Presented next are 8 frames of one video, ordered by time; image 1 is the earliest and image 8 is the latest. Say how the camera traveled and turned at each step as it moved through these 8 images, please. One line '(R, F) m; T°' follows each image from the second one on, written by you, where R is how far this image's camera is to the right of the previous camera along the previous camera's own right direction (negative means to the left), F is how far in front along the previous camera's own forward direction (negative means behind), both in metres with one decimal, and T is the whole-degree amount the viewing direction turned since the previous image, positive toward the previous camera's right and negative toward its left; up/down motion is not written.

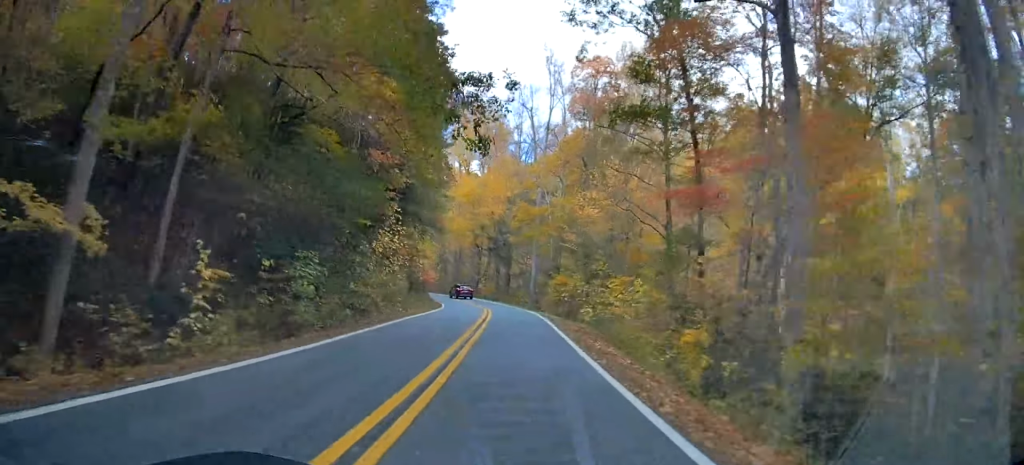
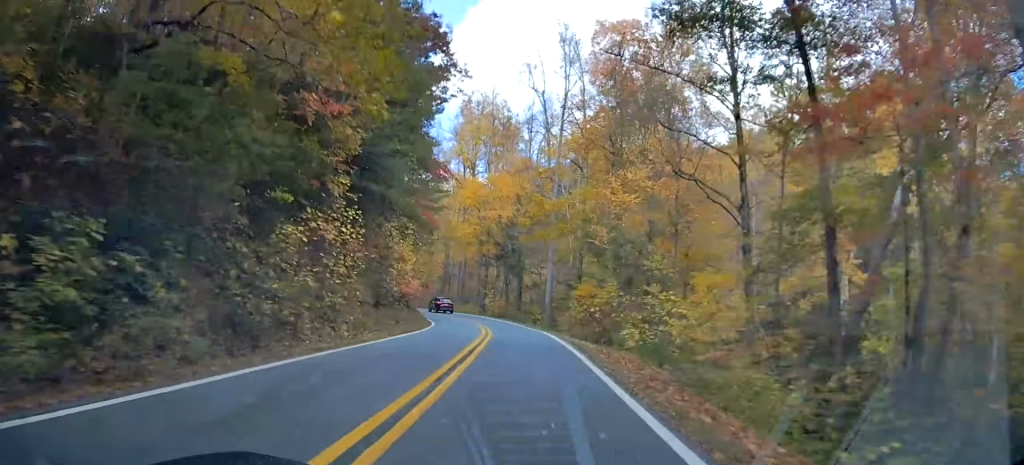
(-0.1, +11.0) m; -2°
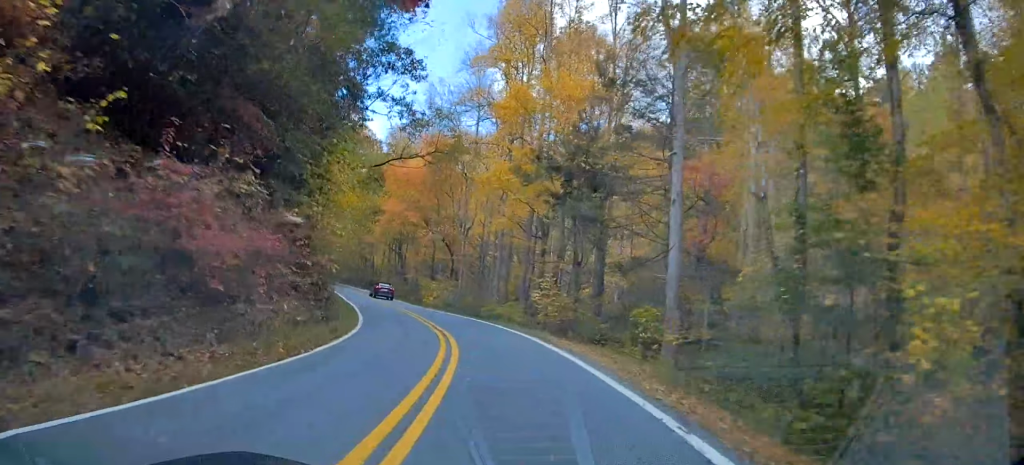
(-2.4, +34.1) m; -10°
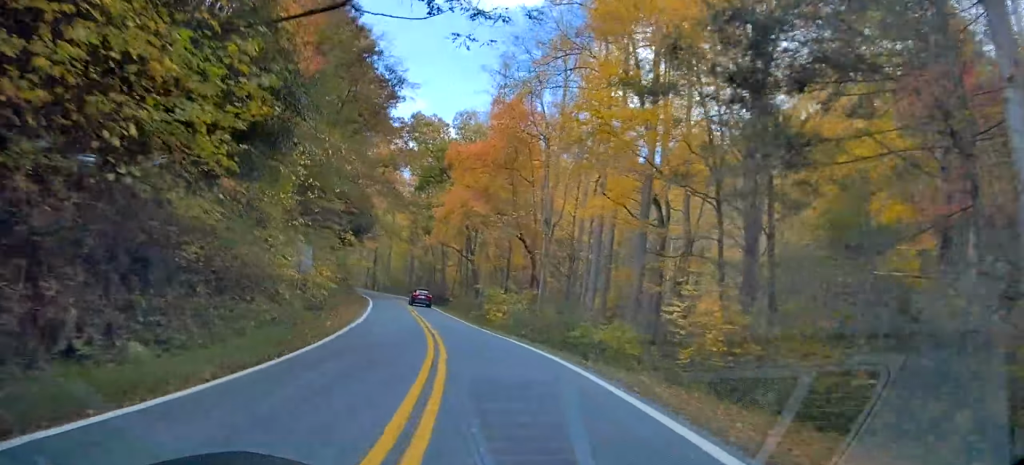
(-1.3, +17.4) m; -7°
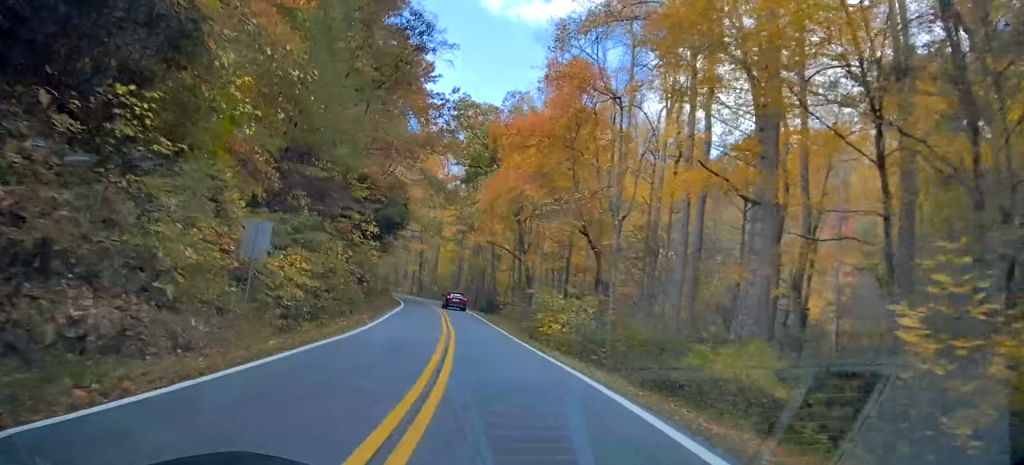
(-0.4, +9.9) m; -4°
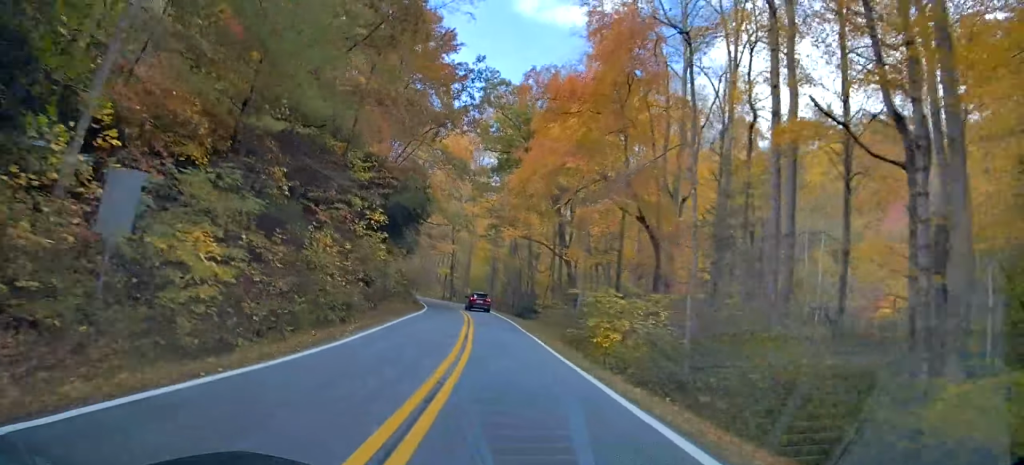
(0.0, +8.1) m; -3°
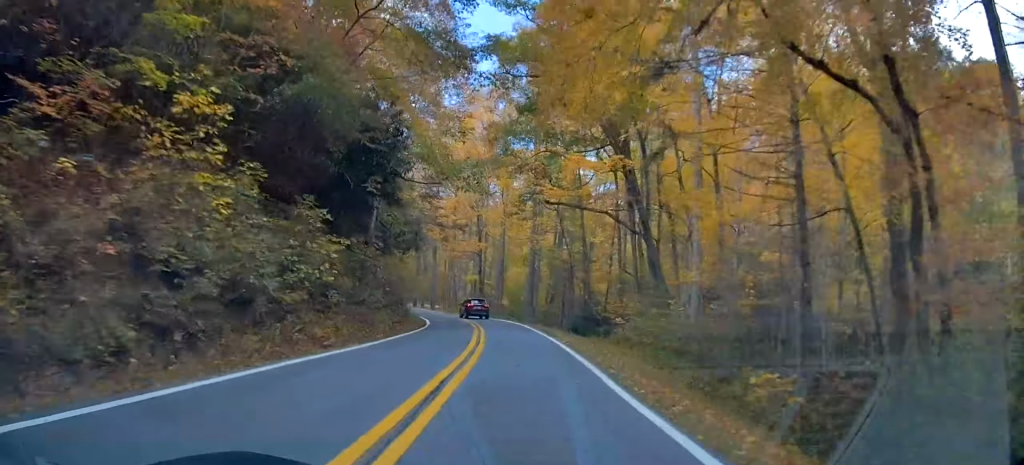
(-1.5, +21.8) m; -6°
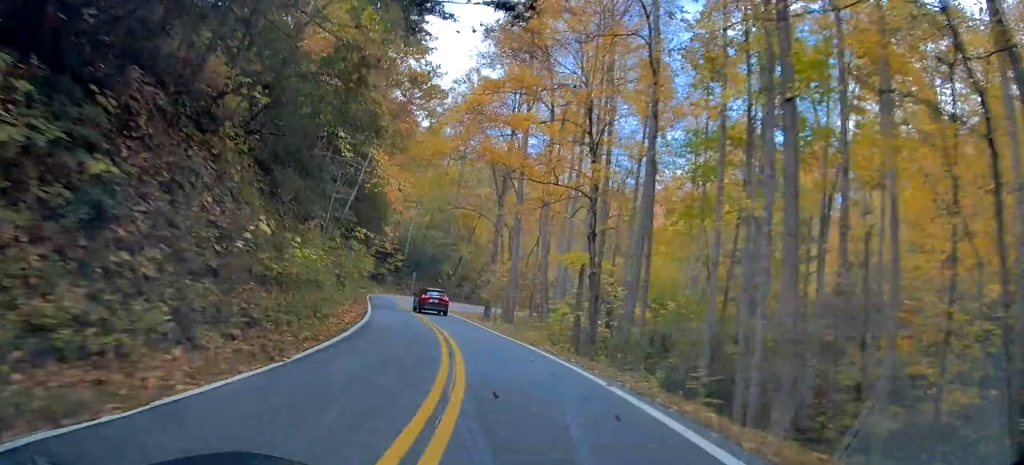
(-4.3, +40.5) m; -15°
